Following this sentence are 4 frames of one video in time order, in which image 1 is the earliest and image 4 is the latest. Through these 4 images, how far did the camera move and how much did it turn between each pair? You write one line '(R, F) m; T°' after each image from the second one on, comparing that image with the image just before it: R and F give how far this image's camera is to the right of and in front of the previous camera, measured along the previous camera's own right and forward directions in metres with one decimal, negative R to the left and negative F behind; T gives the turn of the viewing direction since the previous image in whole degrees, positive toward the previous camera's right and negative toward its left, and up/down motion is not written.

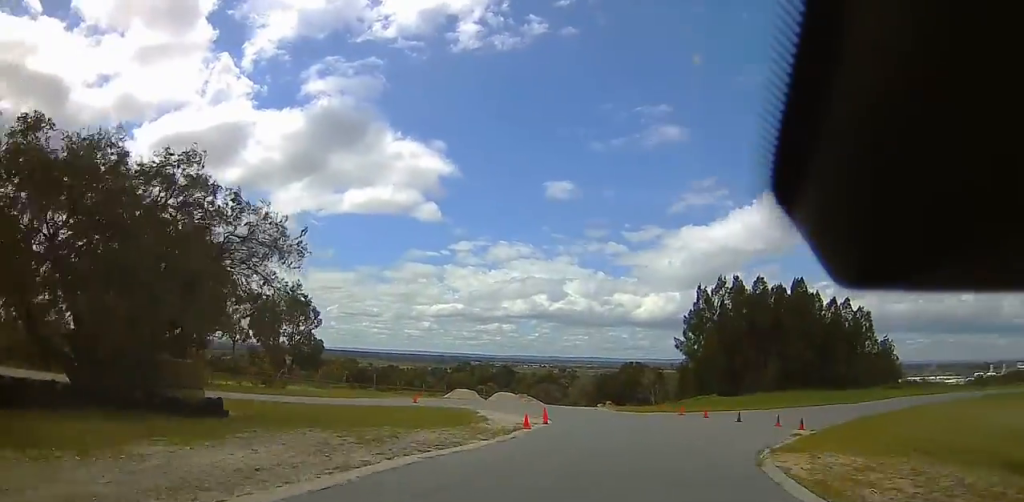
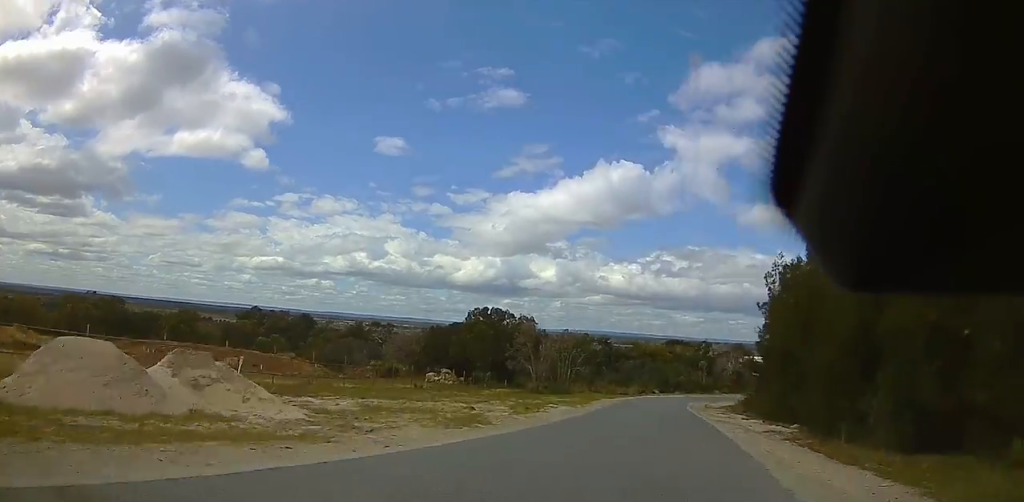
(+9.0, +44.3) m; +17°
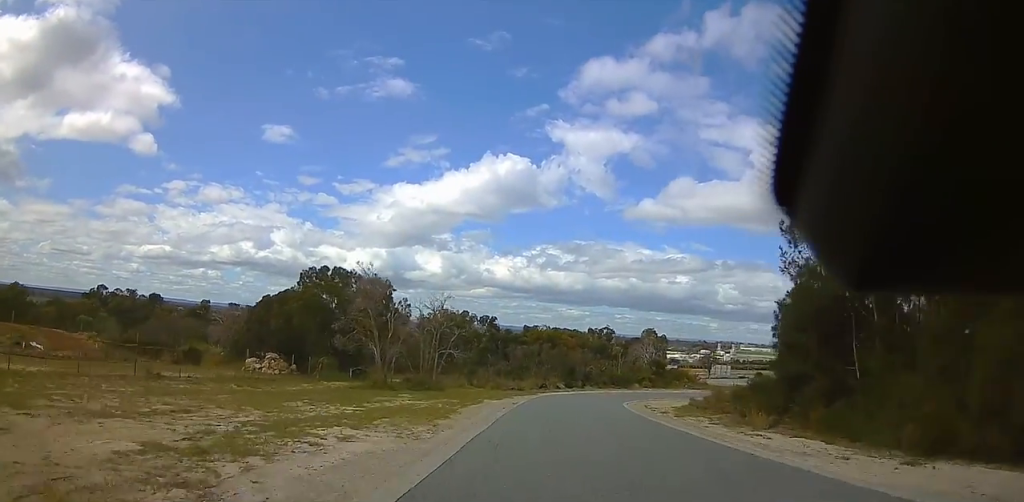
(+0.7, +22.1) m; +9°
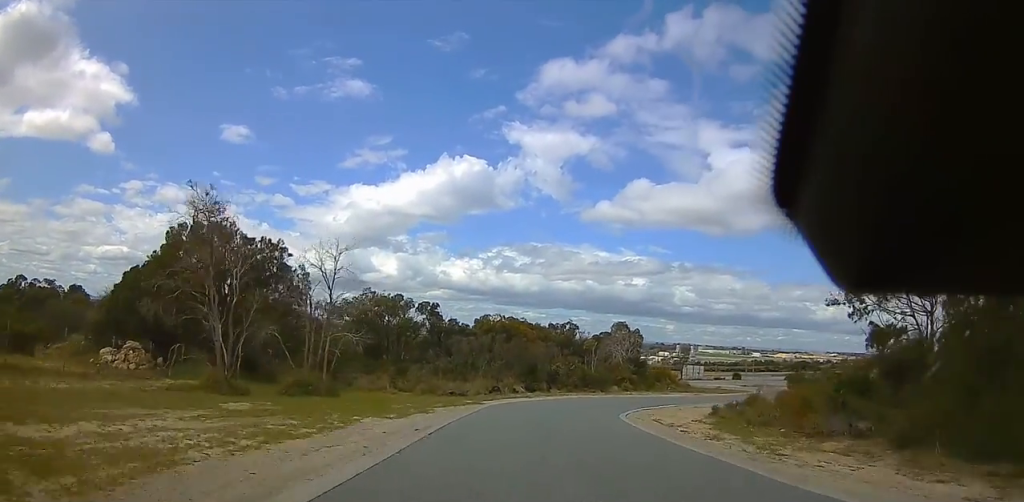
(+1.3, +14.0) m; +8°
